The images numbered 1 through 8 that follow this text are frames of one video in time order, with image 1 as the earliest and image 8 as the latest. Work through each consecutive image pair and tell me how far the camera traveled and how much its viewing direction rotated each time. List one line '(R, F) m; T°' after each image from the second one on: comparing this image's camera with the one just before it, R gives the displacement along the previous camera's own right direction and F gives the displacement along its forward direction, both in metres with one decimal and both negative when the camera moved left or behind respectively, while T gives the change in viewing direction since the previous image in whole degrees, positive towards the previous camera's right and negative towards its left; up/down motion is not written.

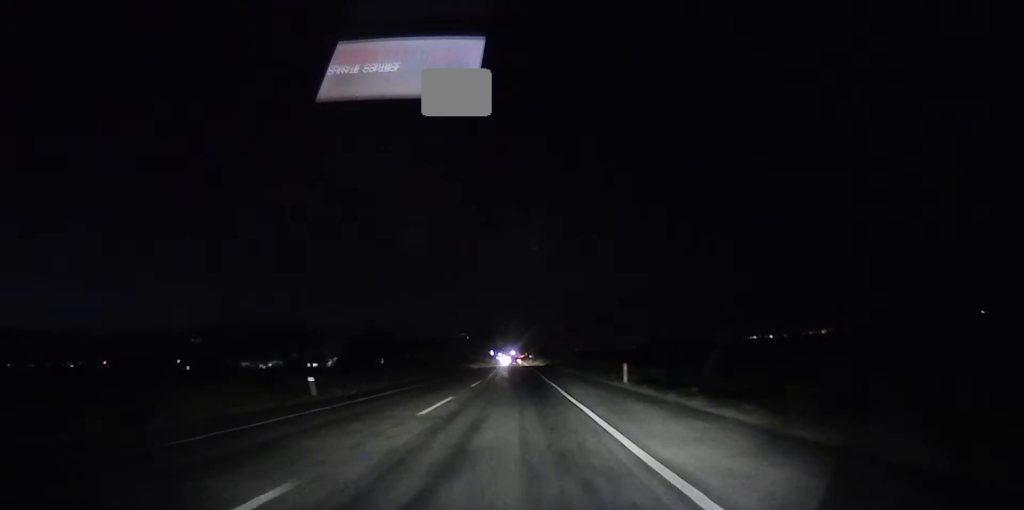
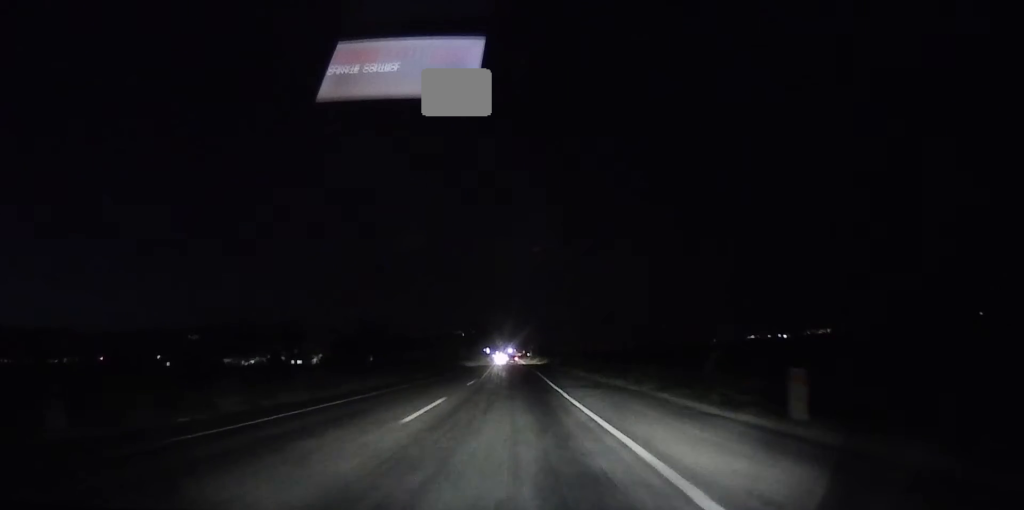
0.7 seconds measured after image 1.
(0.0, +14.5) m; 0°
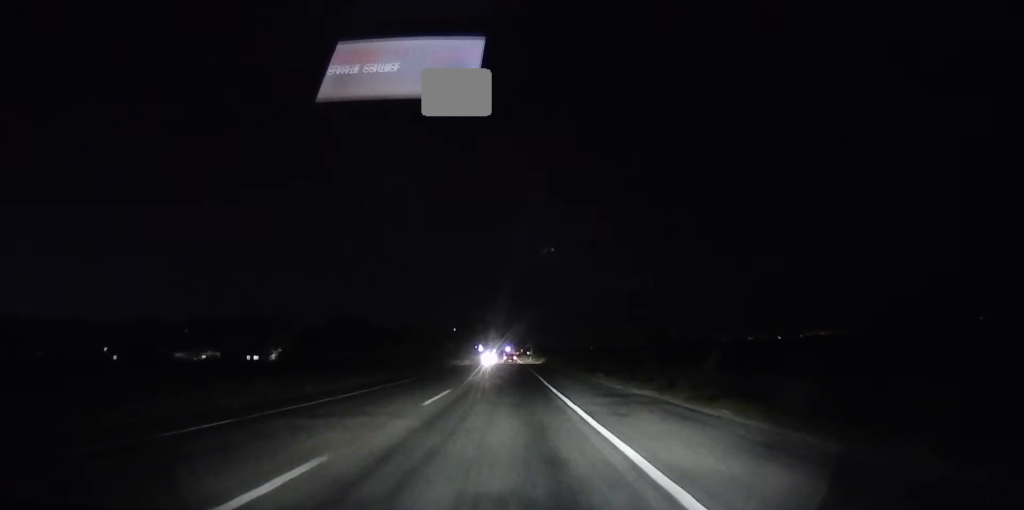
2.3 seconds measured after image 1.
(0.0, +37.0) m; +2°
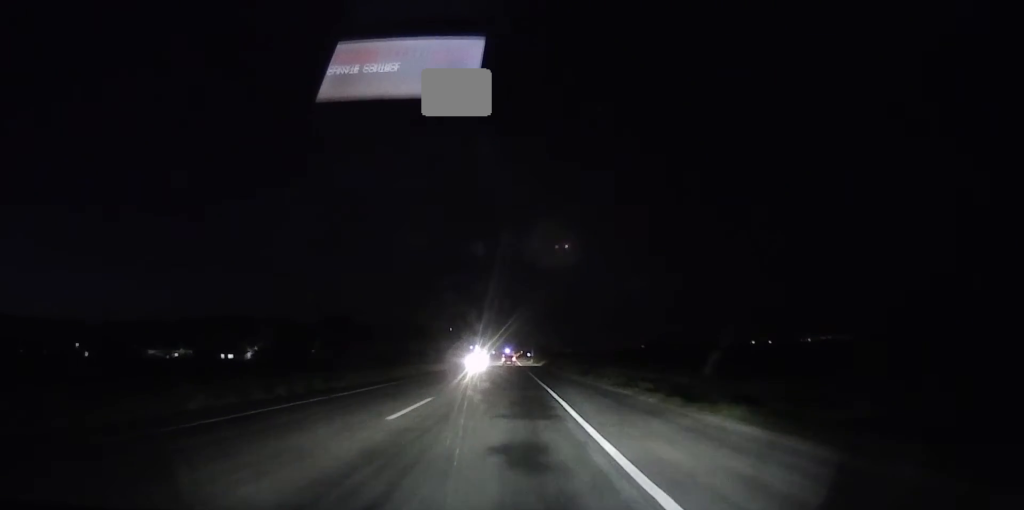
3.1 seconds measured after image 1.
(+0.7, +17.9) m; +1°
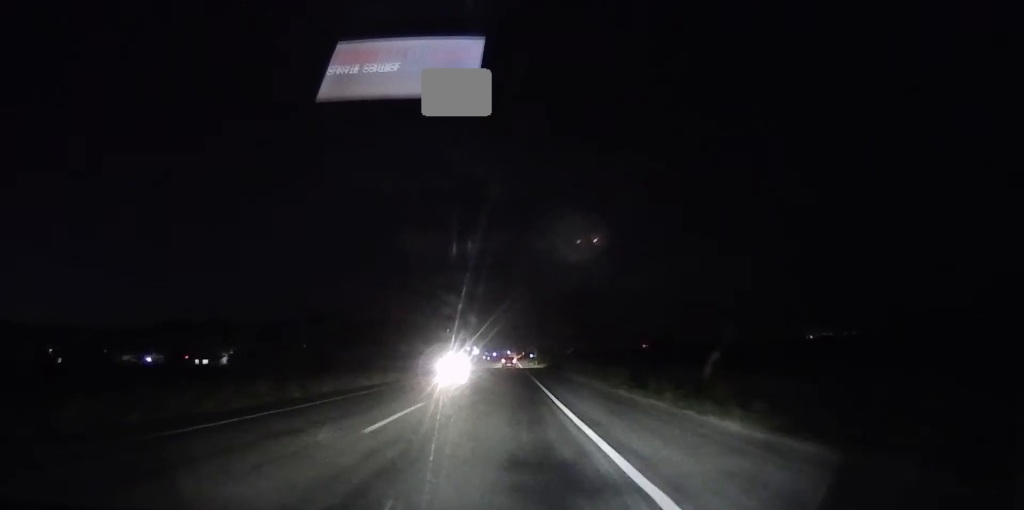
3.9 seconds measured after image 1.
(+0.1, +16.3) m; -1°
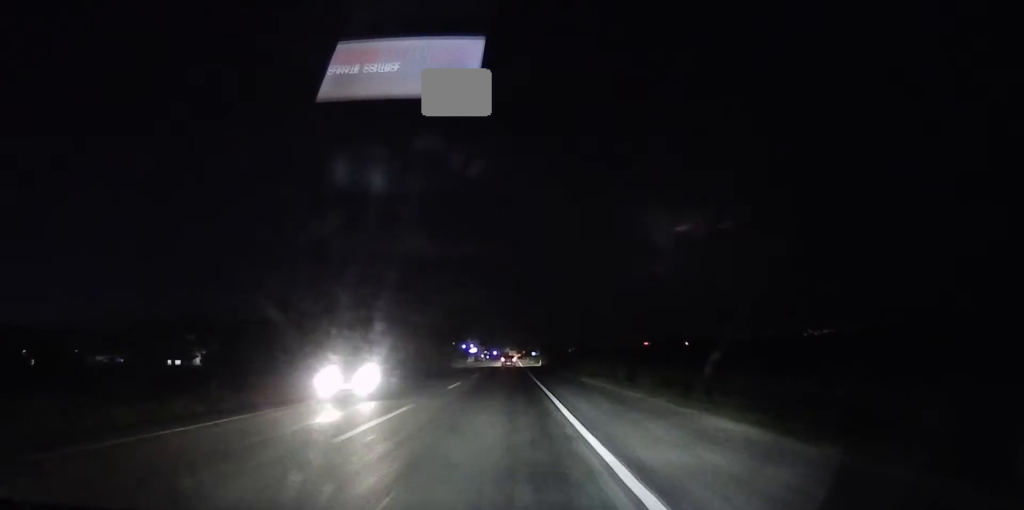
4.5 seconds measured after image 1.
(-0.5, +14.7) m; -2°
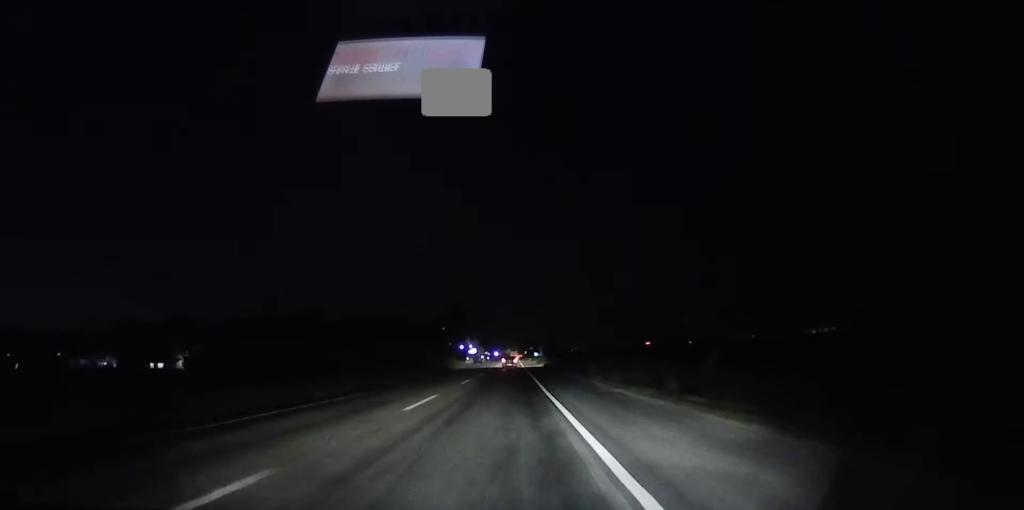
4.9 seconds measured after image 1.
(0.0, +8.7) m; 0°
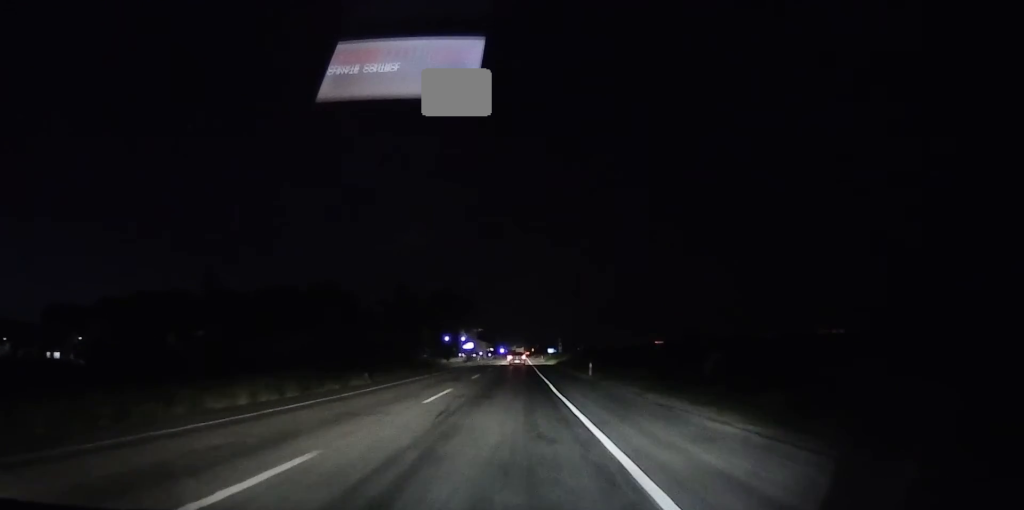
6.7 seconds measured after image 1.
(+0.1, +39.2) m; 0°
